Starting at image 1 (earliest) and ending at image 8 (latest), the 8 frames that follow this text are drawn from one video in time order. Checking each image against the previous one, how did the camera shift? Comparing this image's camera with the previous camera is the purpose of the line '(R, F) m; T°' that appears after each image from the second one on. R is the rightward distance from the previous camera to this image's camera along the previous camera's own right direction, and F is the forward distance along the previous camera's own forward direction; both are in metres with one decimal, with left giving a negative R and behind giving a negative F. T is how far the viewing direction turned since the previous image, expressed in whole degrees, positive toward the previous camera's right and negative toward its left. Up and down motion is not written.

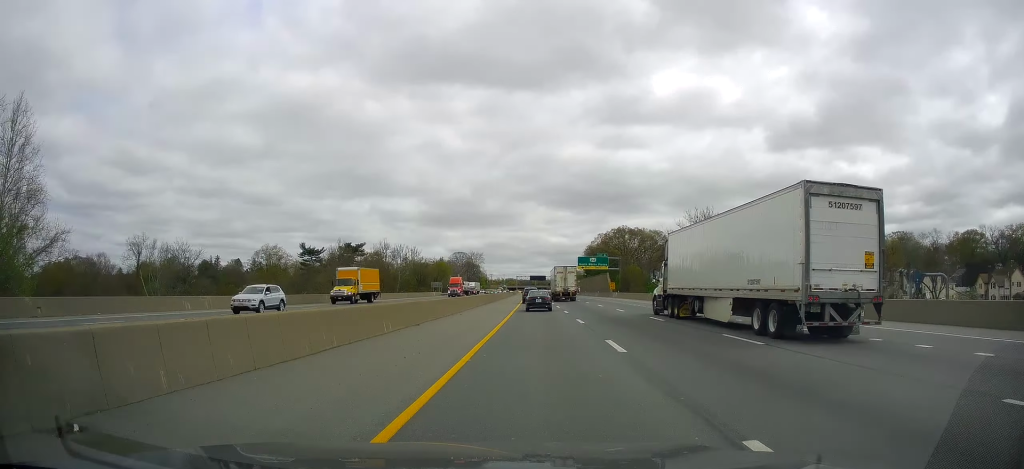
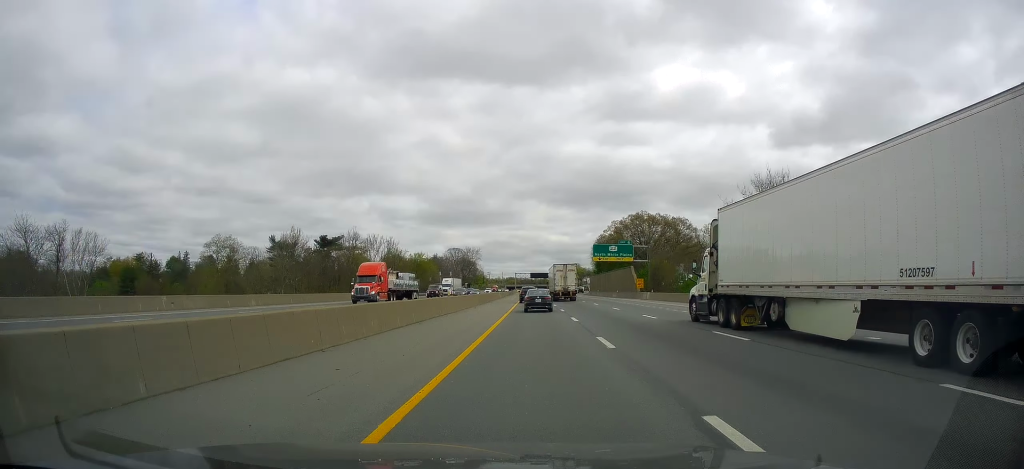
(-0.1, +34.8) m; 0°
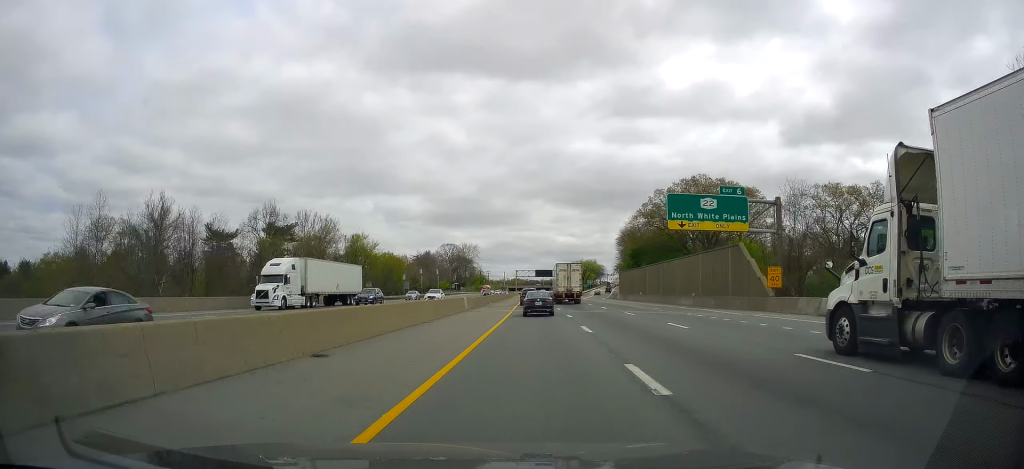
(-0.6, +55.4) m; 0°
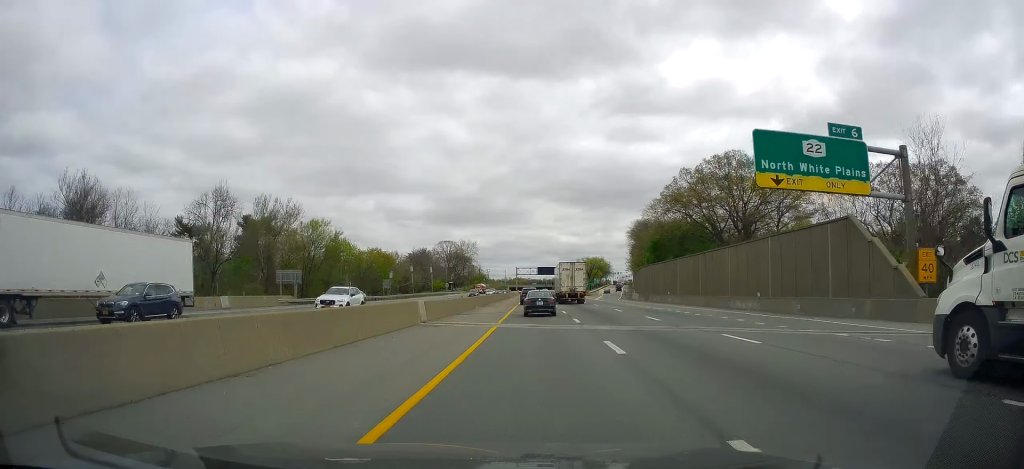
(+0.4, +19.2) m; 0°
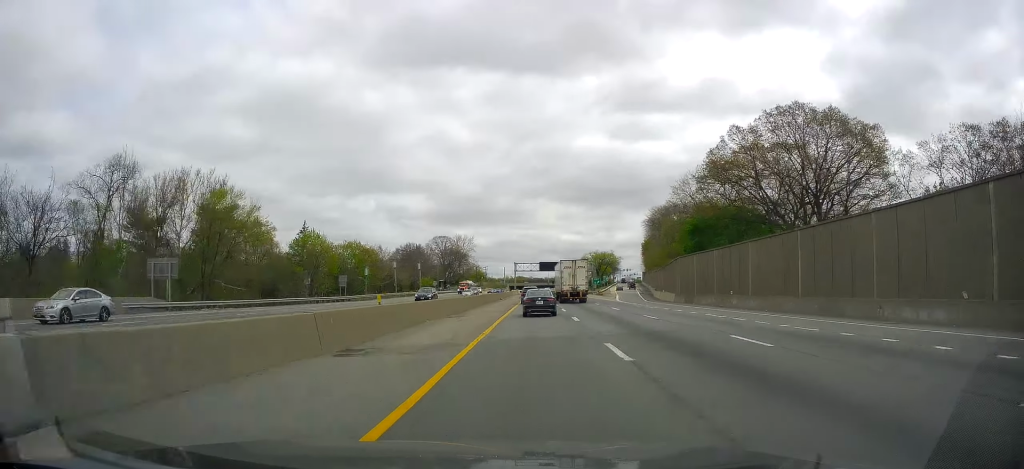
(-0.1, +25.0) m; 0°
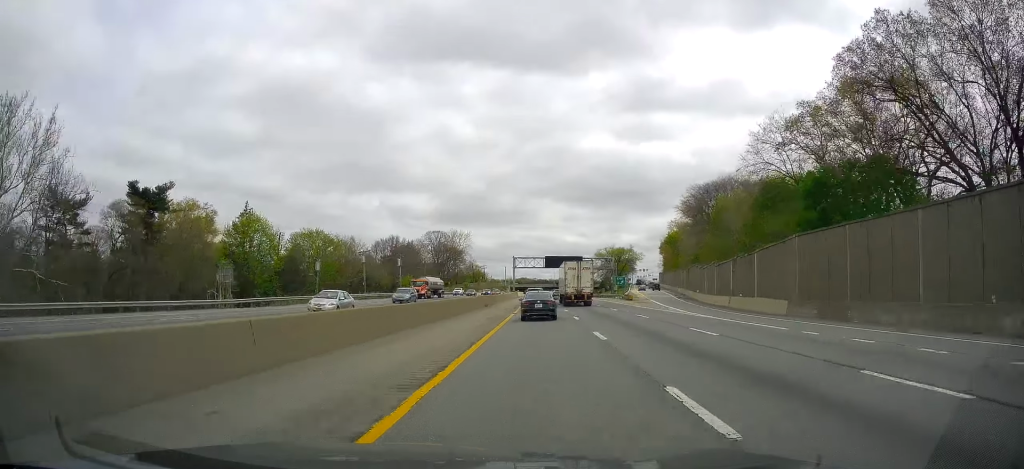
(0.0, +33.5) m; 0°
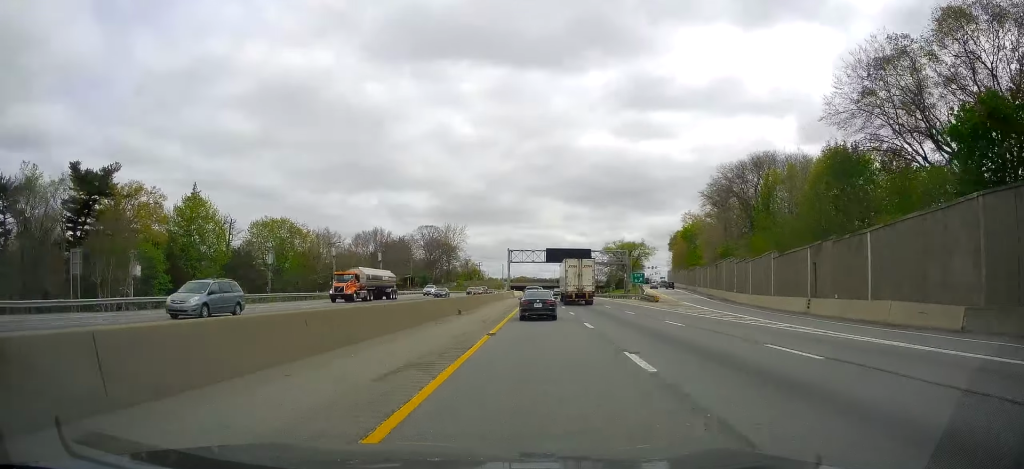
(+0.1, +19.5) m; 0°
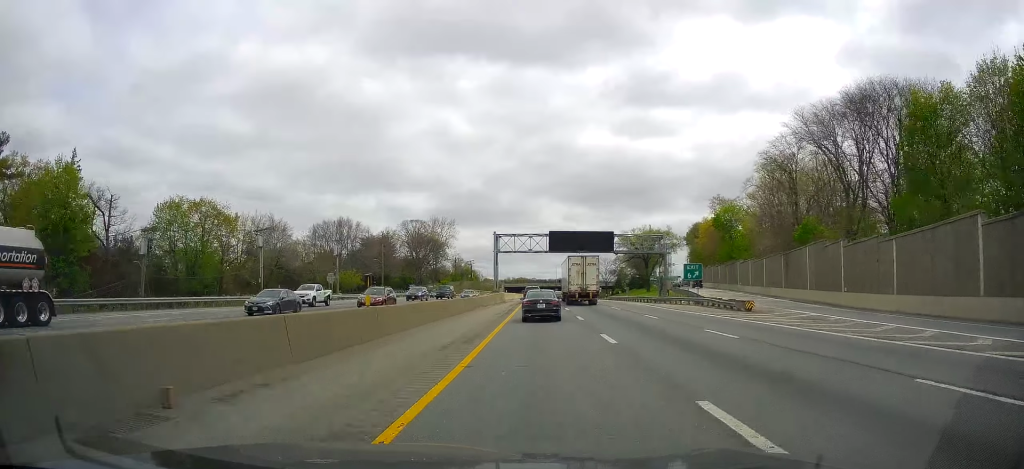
(-0.6, +31.0) m; 0°
